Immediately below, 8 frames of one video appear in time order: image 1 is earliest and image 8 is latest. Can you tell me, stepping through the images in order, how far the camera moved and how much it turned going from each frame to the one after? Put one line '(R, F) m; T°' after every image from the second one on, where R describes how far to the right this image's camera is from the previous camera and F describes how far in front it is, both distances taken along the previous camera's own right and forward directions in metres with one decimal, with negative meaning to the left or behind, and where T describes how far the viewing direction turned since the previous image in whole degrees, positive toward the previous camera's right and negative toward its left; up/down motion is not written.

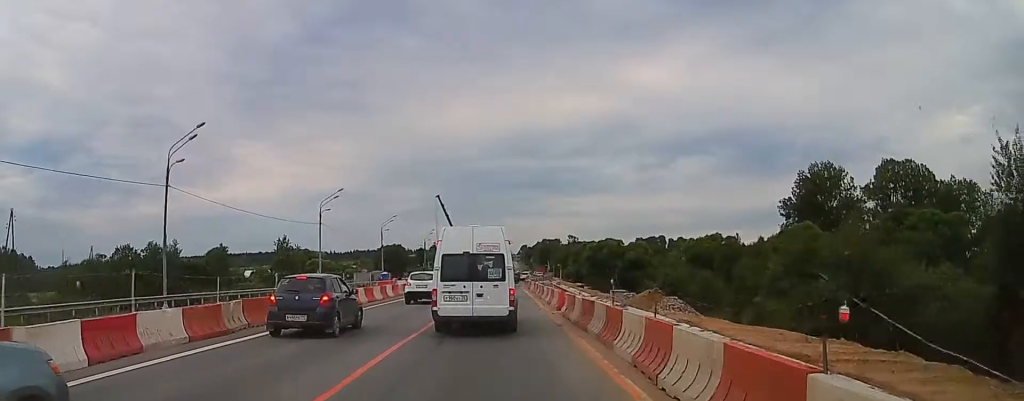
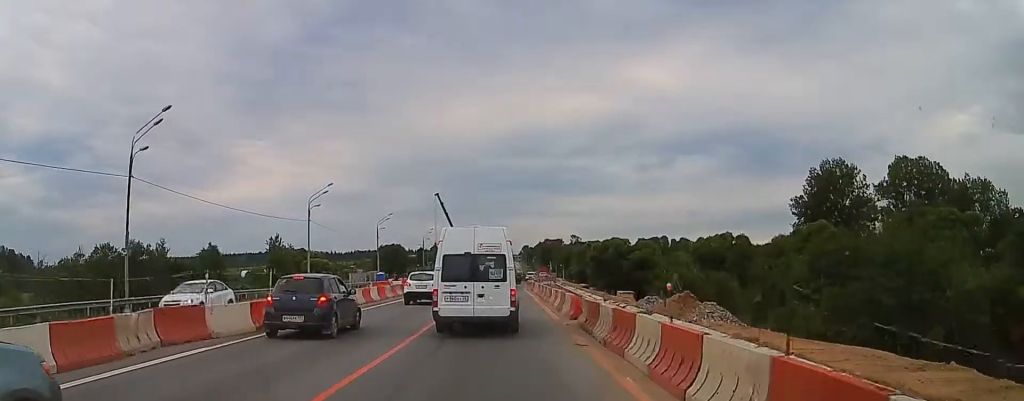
(0.0, +4.3) m; 0°
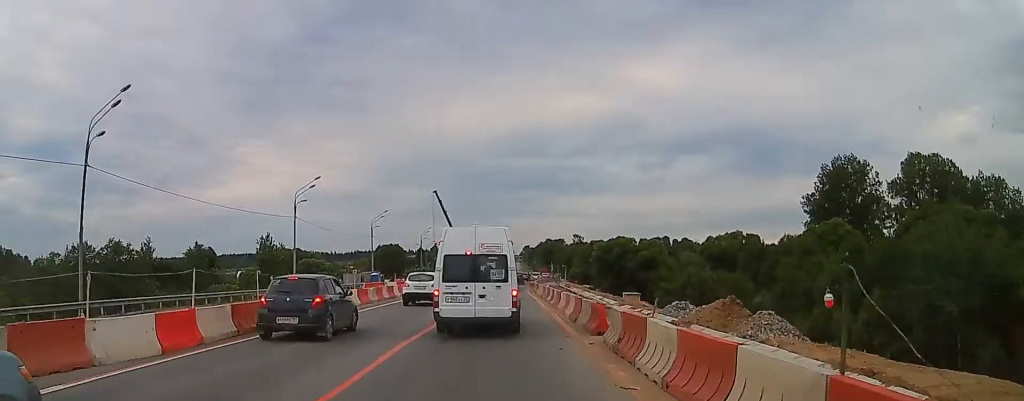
(0.0, +4.0) m; 0°
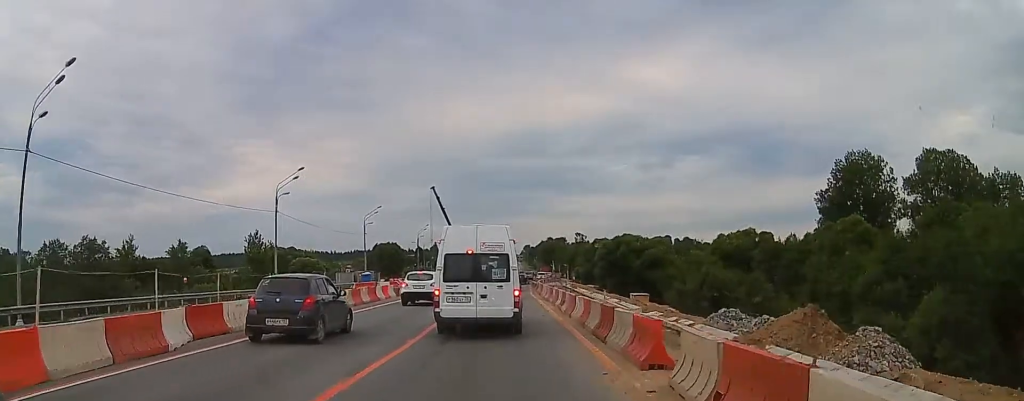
(+0.1, +4.8) m; 0°
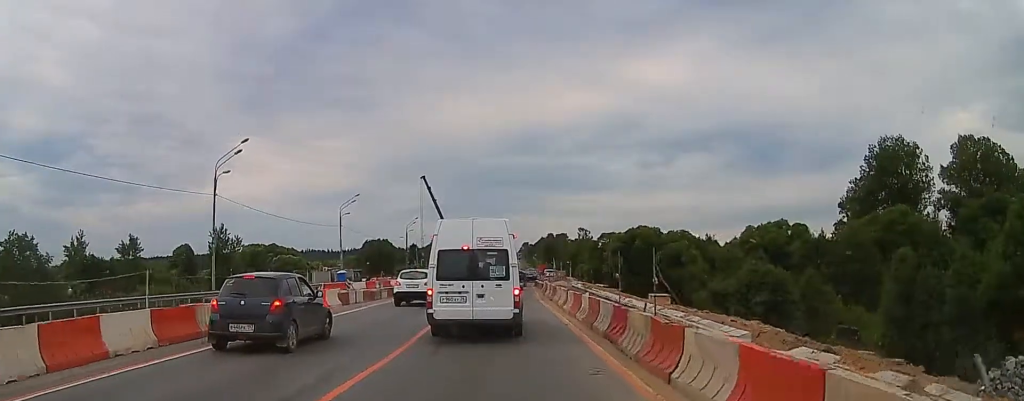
(0.0, +11.4) m; -1°
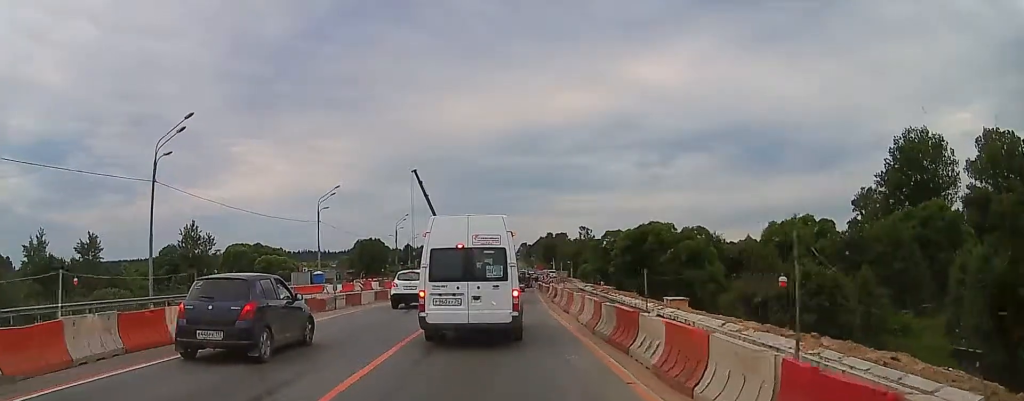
(0.0, +8.3) m; 0°
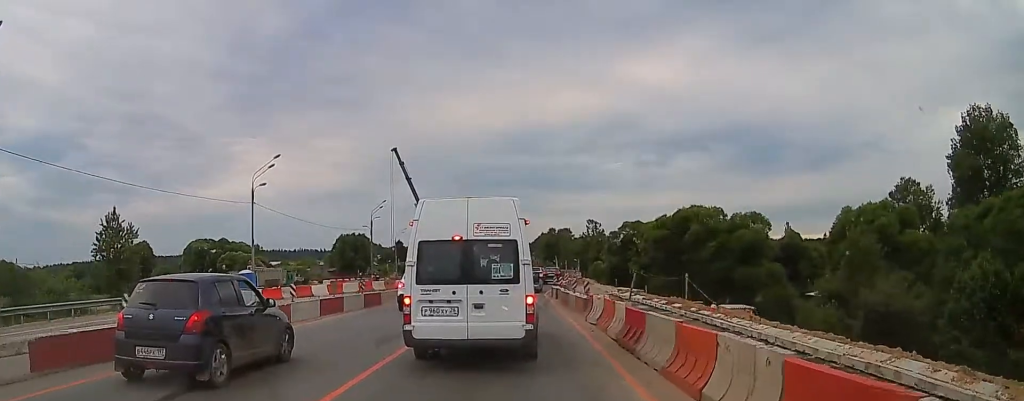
(0.0, +19.5) m; 0°
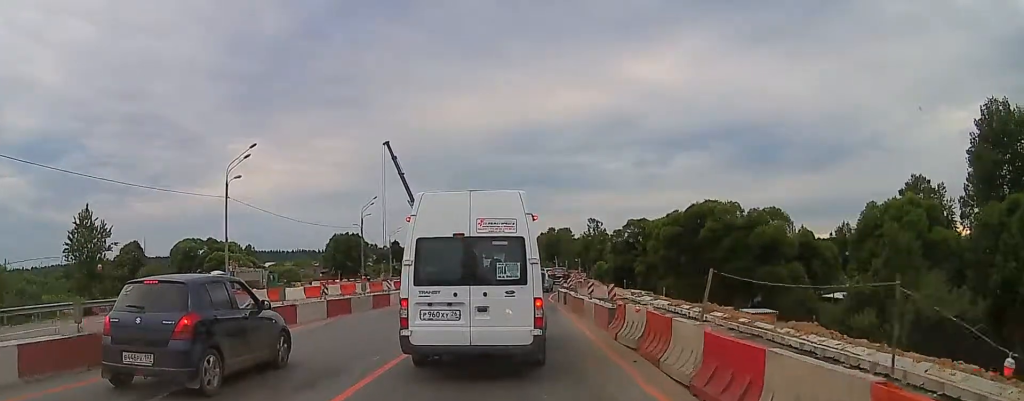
(0.0, +5.7) m; 0°
